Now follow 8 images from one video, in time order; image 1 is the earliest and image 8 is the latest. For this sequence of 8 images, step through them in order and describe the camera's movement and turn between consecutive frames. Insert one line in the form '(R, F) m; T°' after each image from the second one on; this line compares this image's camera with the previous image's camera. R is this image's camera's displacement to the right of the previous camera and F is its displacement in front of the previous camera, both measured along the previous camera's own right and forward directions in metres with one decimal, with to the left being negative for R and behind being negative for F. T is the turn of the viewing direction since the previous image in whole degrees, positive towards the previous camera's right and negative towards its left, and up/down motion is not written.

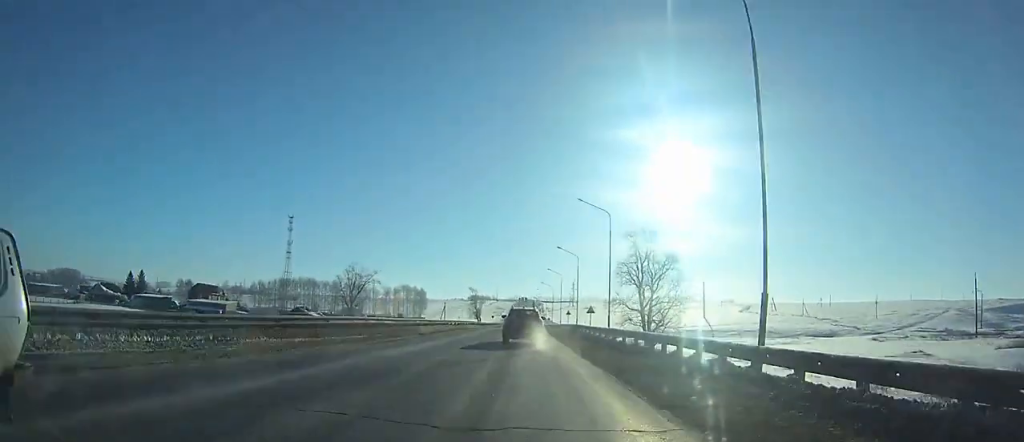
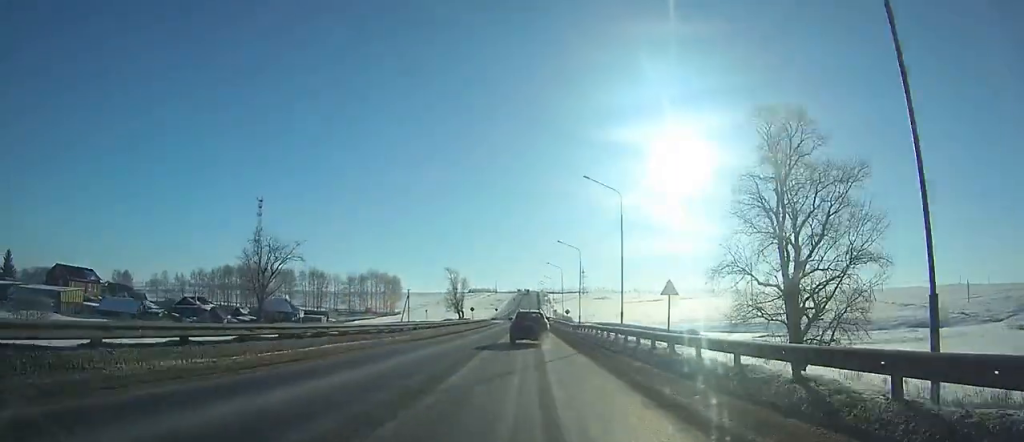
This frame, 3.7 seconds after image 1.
(-0.3, +66.8) m; 0°
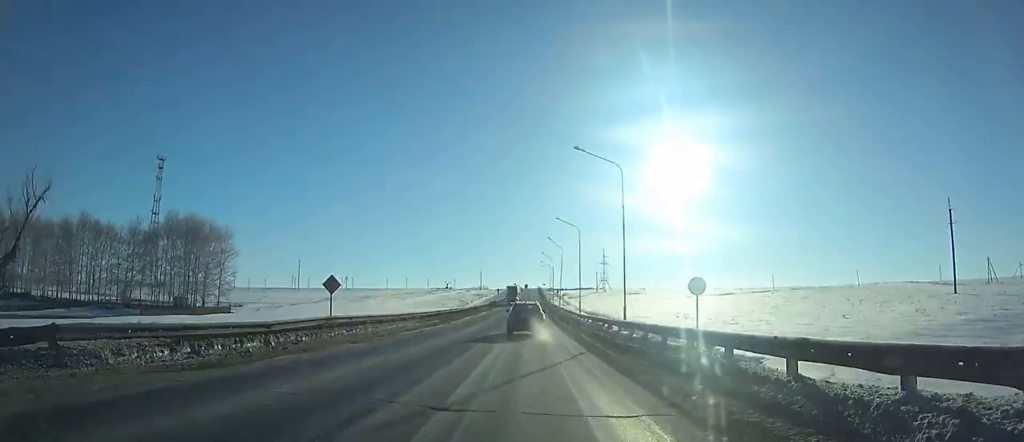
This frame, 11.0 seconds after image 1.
(-0.1, +130.3) m; 0°
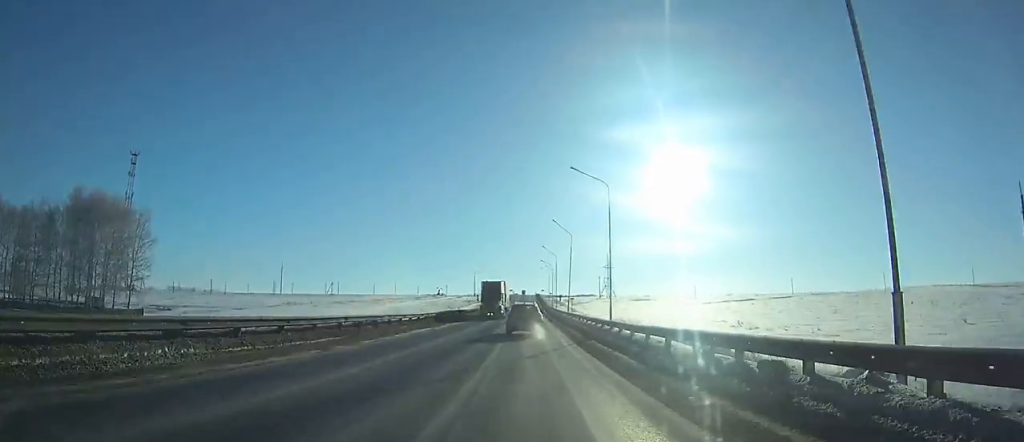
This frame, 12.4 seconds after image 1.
(+0.1, +24.4) m; 0°
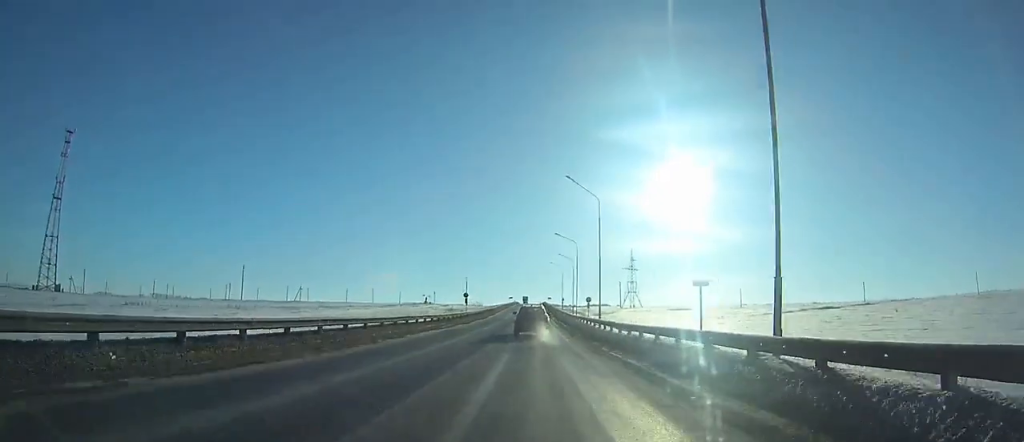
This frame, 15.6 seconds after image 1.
(-0.1, +54.4) m; 0°
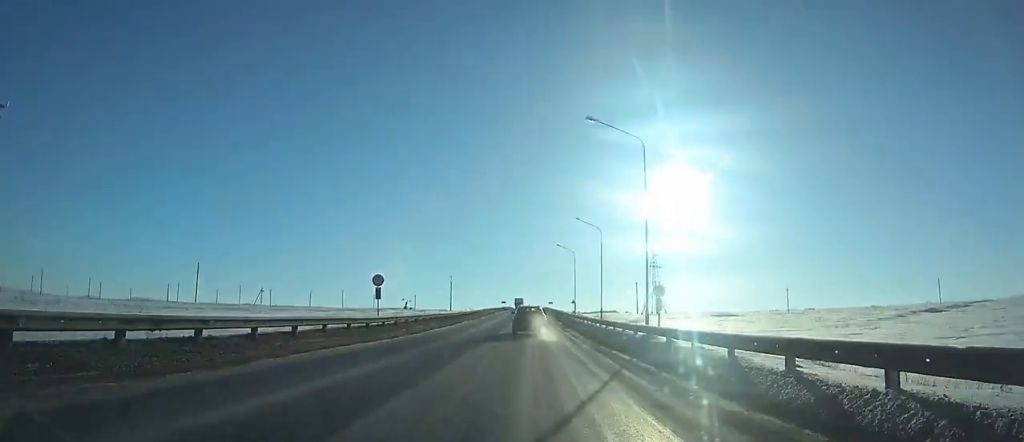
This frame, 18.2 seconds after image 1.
(+0.2, +42.5) m; 0°
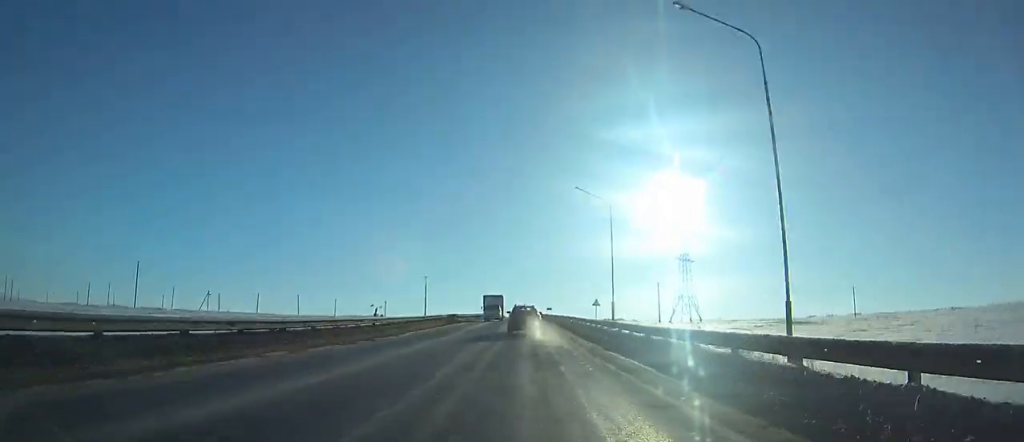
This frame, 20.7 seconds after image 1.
(+0.1, +39.8) m; 0°
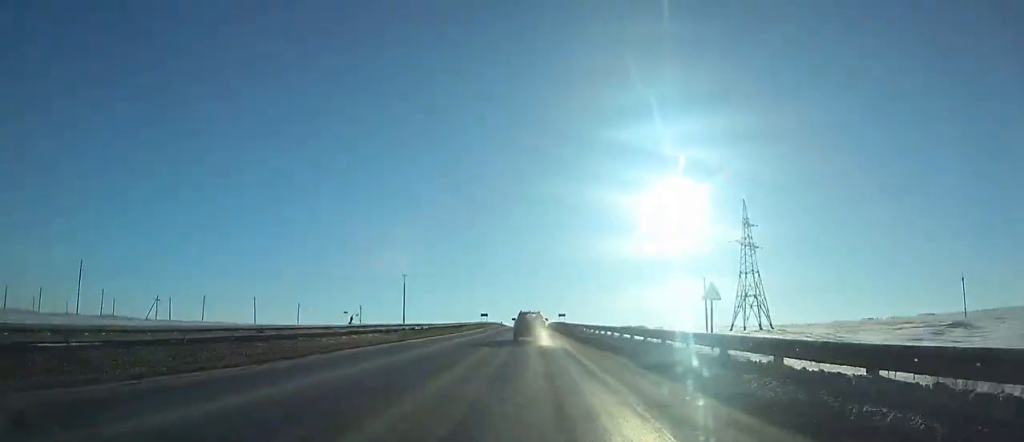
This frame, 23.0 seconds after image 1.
(0.0, +36.5) m; 0°
